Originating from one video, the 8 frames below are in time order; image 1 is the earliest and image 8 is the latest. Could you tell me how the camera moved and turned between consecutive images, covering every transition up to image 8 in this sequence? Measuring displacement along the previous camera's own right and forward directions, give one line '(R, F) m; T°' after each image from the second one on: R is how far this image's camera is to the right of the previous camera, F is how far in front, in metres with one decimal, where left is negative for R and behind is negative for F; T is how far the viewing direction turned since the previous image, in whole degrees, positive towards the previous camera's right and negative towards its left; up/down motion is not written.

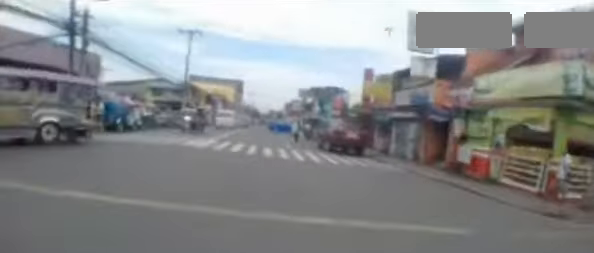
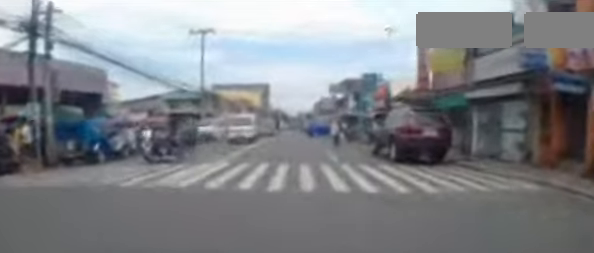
(0.0, +5.4) m; 0°
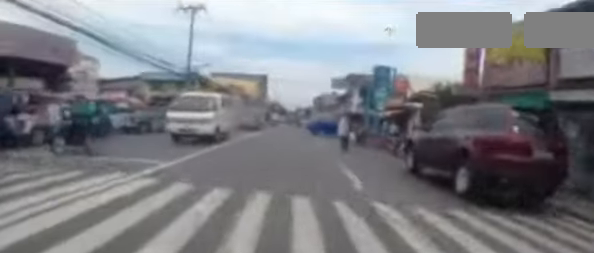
(0.0, +5.2) m; -3°
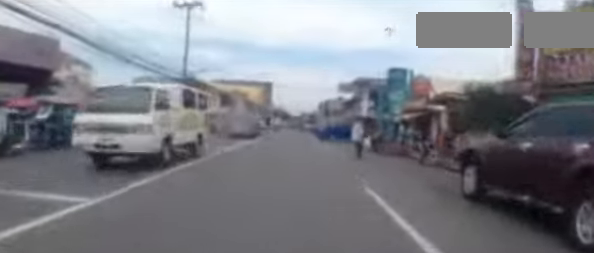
(+0.1, +2.9) m; -2°
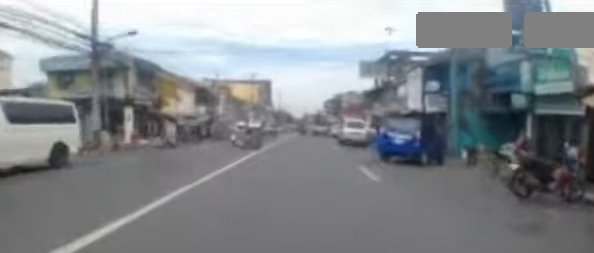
(-0.5, +14.3) m; 0°
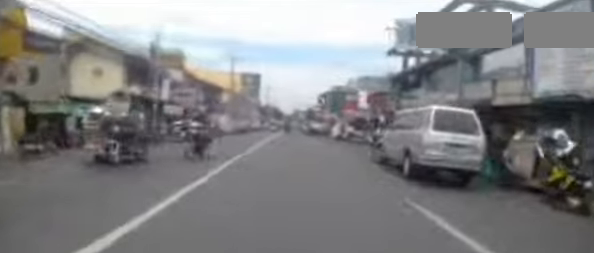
(+0.5, +13.9) m; -3°
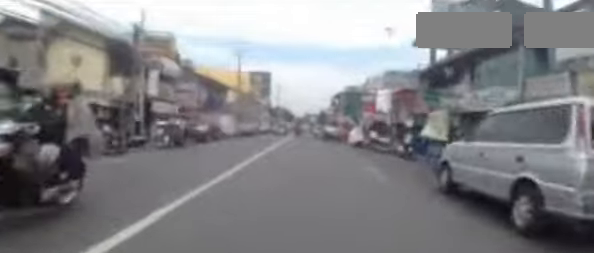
(-0.5, +3.9) m; -1°
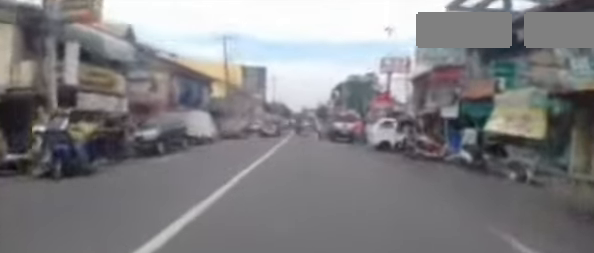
(-0.1, +7.0) m; +1°
